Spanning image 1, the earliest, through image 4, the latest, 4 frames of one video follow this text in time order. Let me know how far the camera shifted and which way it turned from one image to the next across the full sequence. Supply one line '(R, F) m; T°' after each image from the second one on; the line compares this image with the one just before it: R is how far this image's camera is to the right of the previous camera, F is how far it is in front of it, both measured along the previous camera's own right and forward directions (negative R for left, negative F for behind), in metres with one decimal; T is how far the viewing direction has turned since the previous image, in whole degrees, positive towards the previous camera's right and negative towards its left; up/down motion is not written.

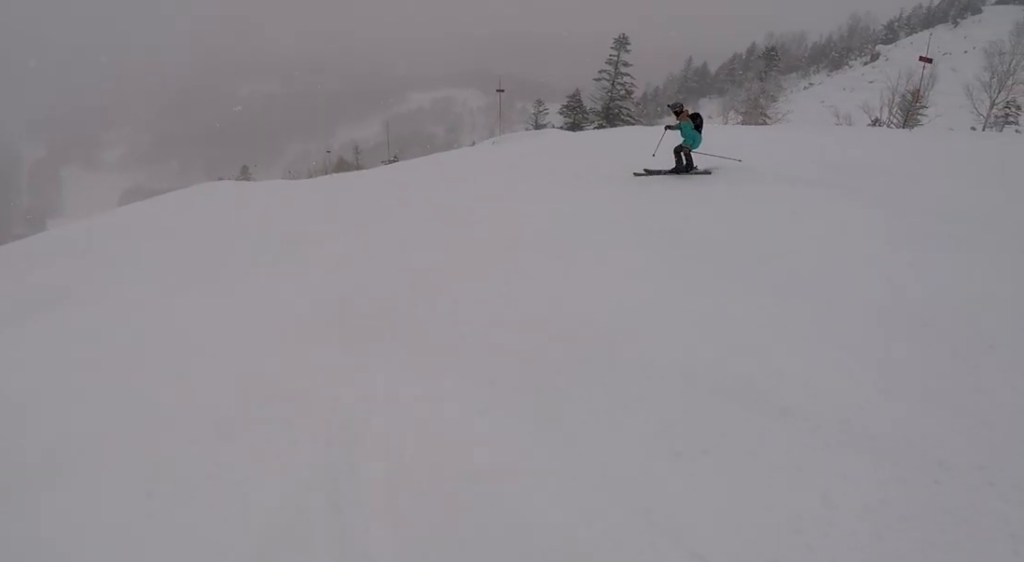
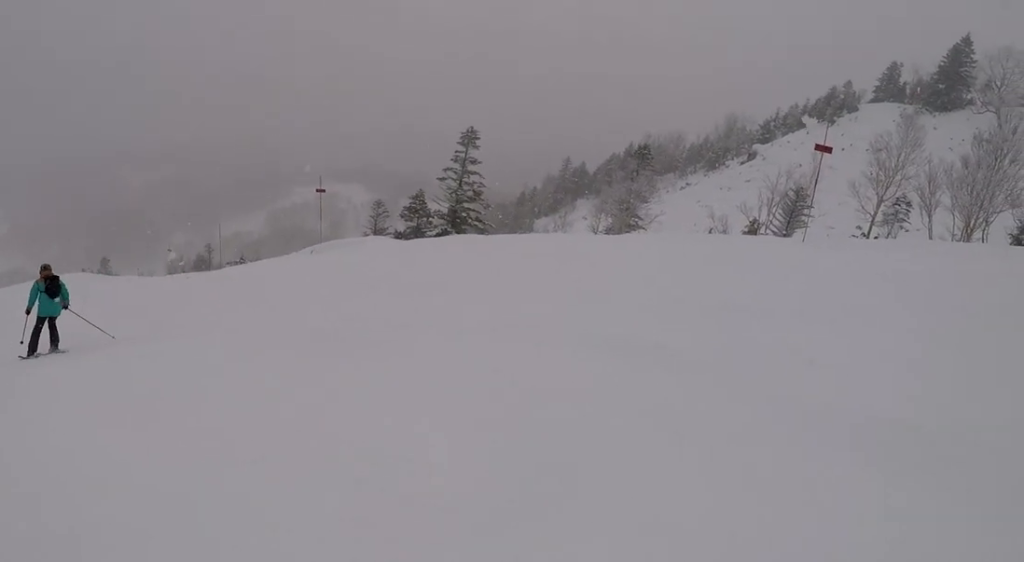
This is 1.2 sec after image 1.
(+1.4, +5.5) m; +6°
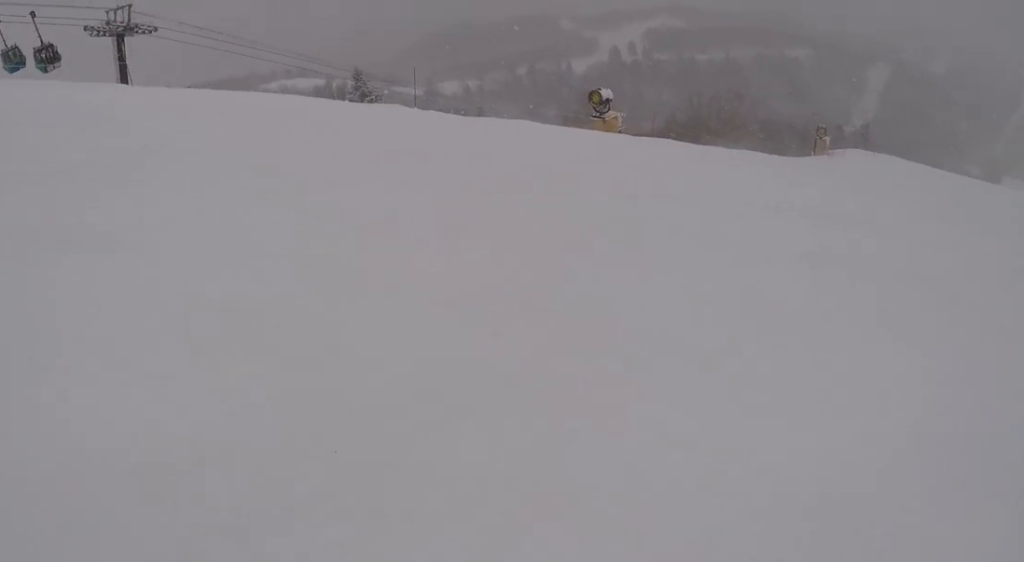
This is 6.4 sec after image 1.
(-15.3, +2.8) m; -99°
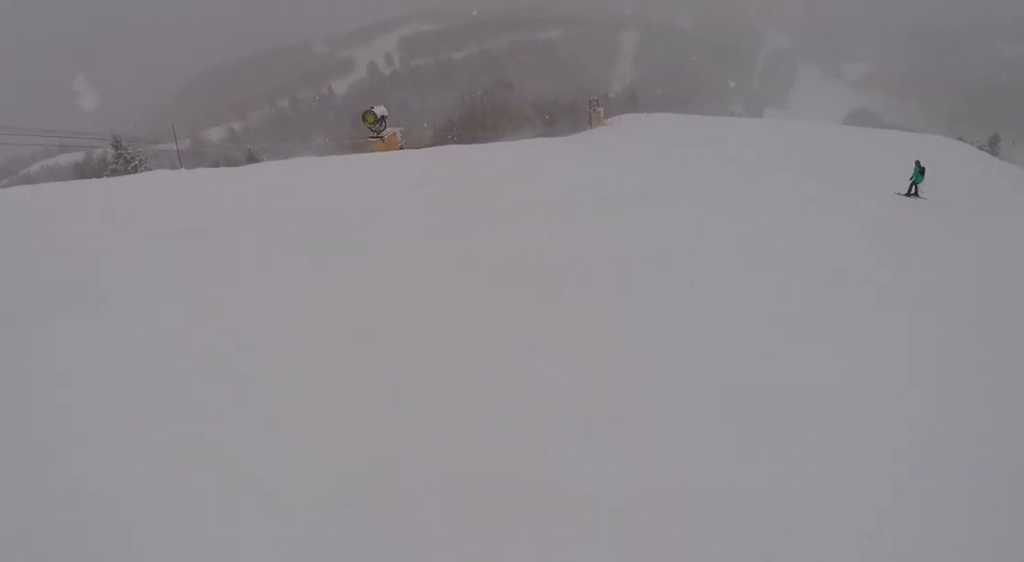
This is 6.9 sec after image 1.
(-0.3, +2.0) m; +16°
